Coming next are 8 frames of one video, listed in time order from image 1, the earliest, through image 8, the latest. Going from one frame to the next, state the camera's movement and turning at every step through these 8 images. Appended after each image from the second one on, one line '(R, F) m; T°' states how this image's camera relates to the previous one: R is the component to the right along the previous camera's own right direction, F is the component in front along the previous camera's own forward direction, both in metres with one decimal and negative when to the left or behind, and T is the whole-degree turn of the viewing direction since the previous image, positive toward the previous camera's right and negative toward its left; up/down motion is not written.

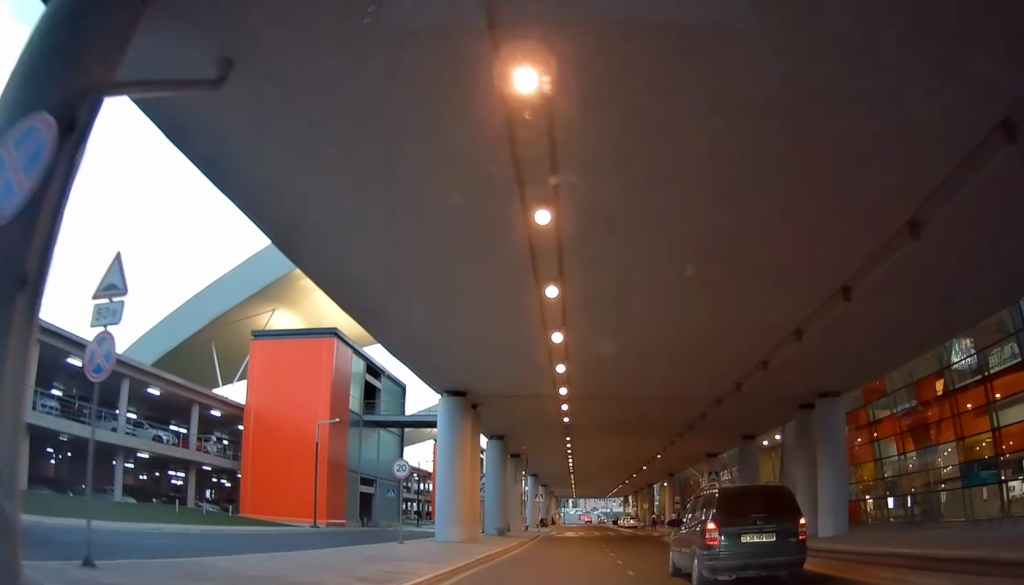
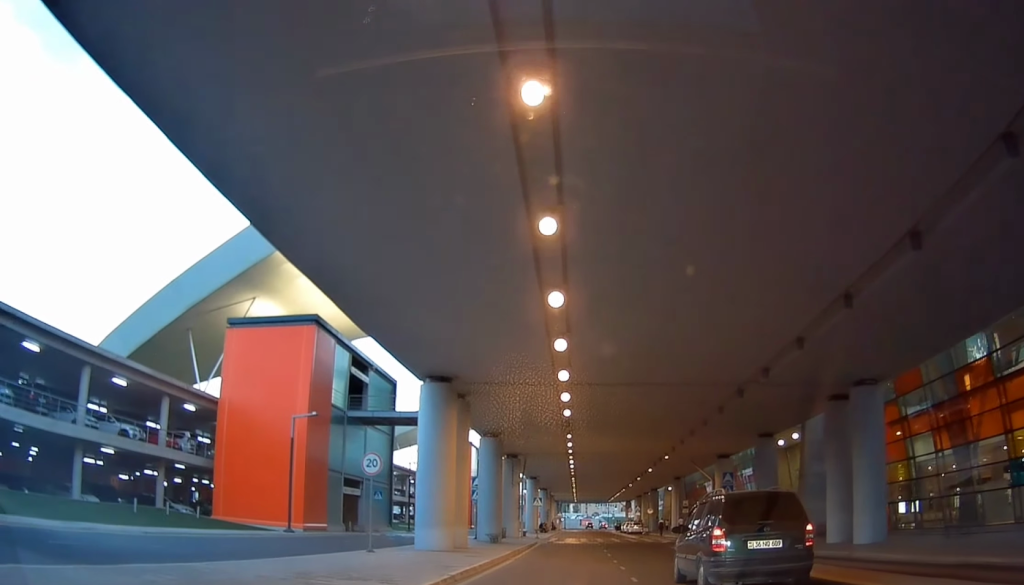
(0.0, +3.2) m; -2°
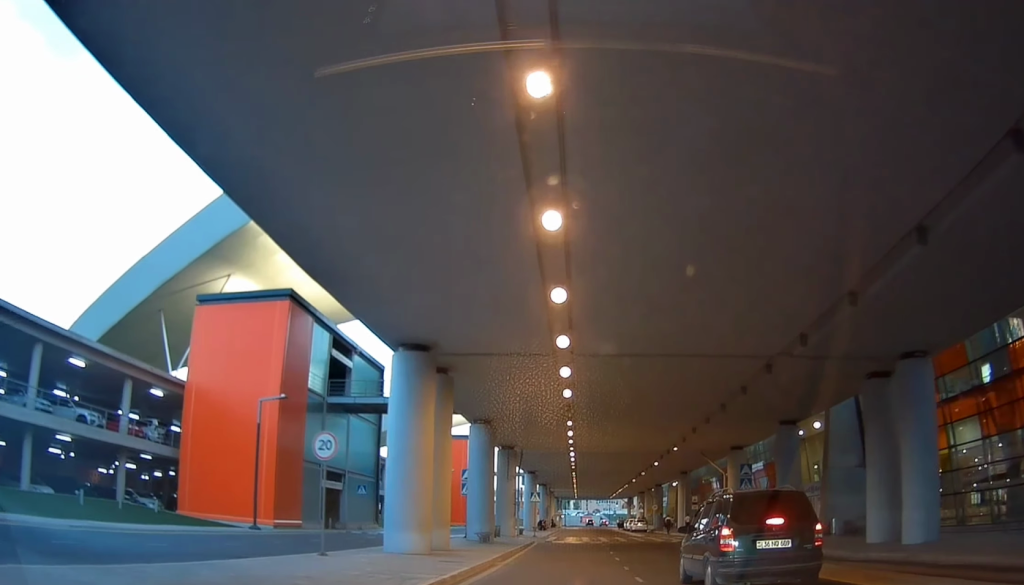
(+0.1, +3.5) m; -2°
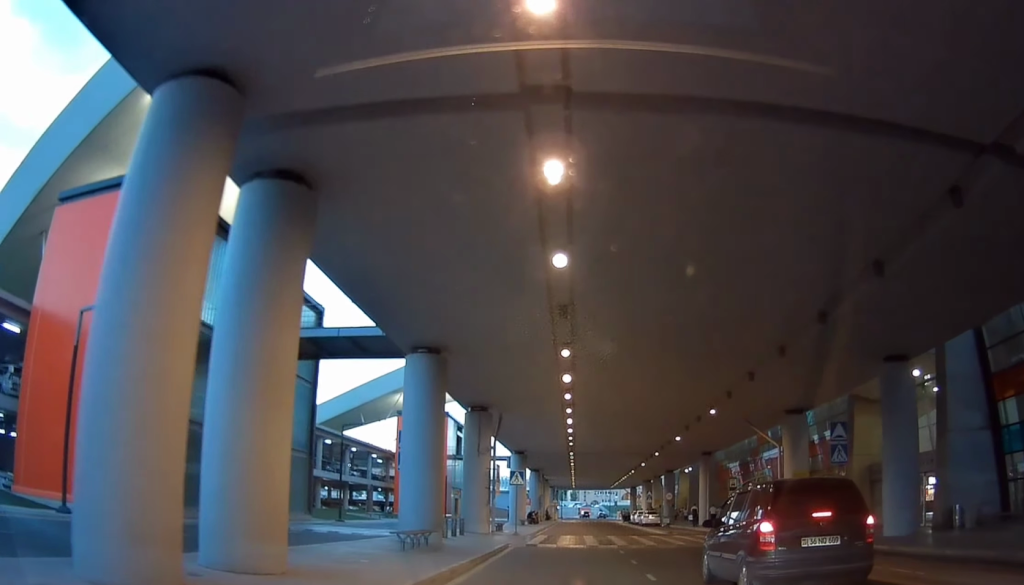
(-0.6, +11.3) m; -1°
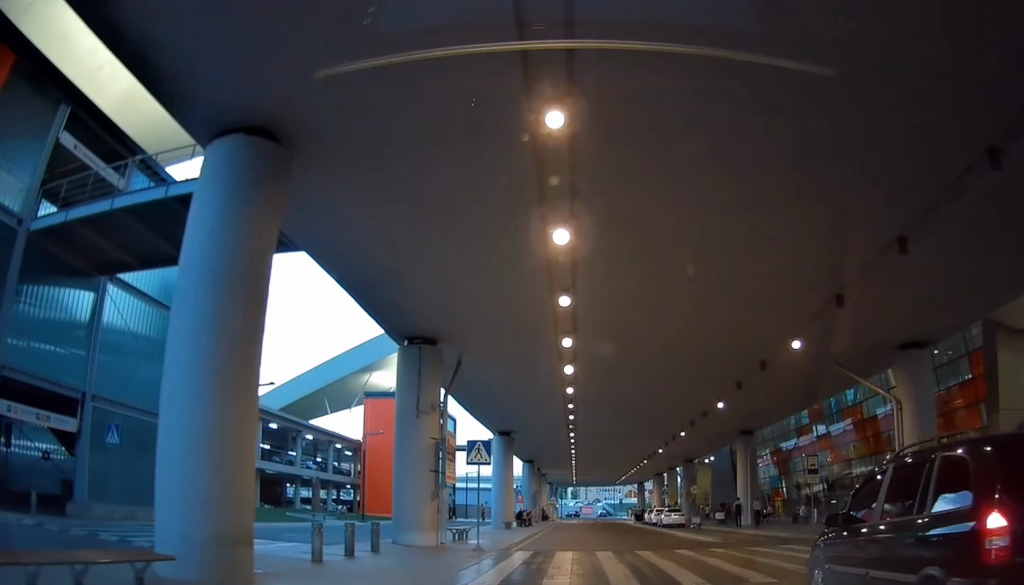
(+0.8, +11.9) m; +4°
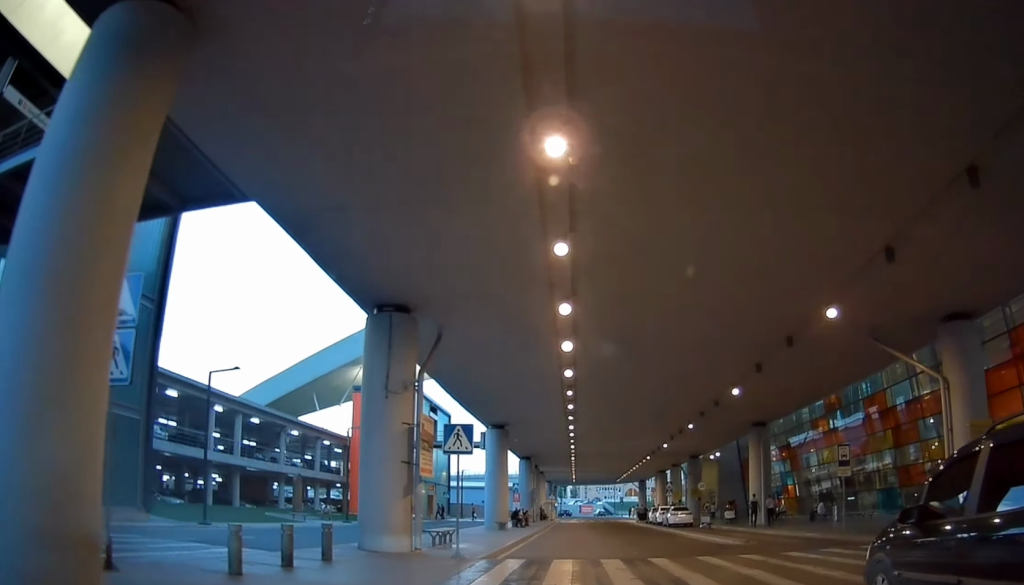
(0.0, +3.7) m; 0°
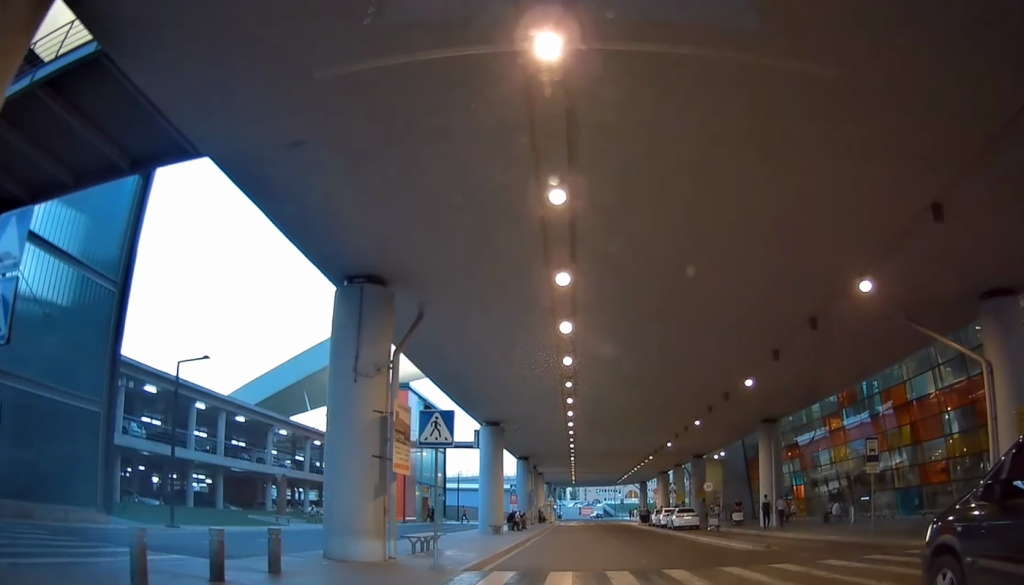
(-0.1, +3.4) m; +2°
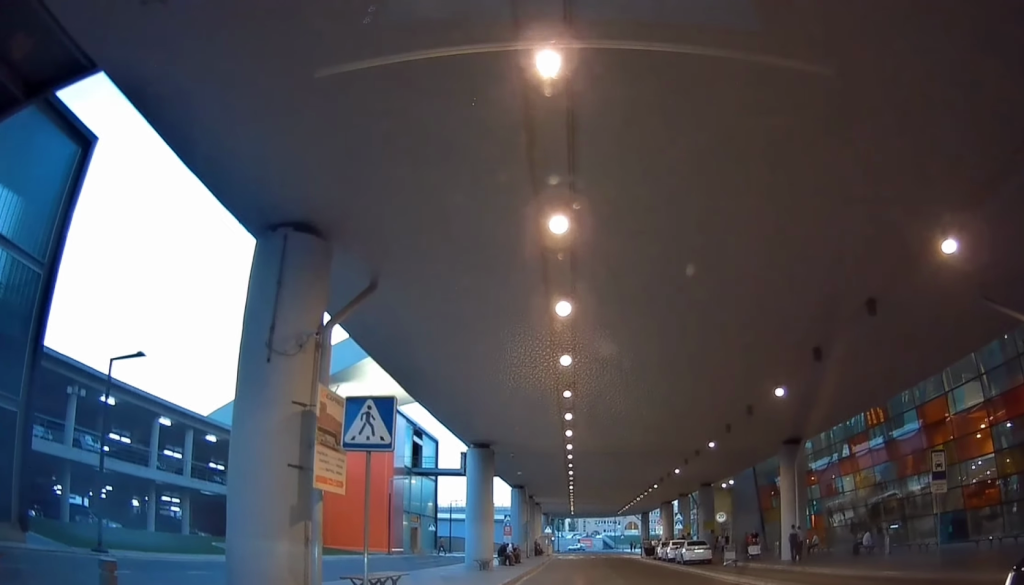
(+0.4, +9.3) m; +7°
